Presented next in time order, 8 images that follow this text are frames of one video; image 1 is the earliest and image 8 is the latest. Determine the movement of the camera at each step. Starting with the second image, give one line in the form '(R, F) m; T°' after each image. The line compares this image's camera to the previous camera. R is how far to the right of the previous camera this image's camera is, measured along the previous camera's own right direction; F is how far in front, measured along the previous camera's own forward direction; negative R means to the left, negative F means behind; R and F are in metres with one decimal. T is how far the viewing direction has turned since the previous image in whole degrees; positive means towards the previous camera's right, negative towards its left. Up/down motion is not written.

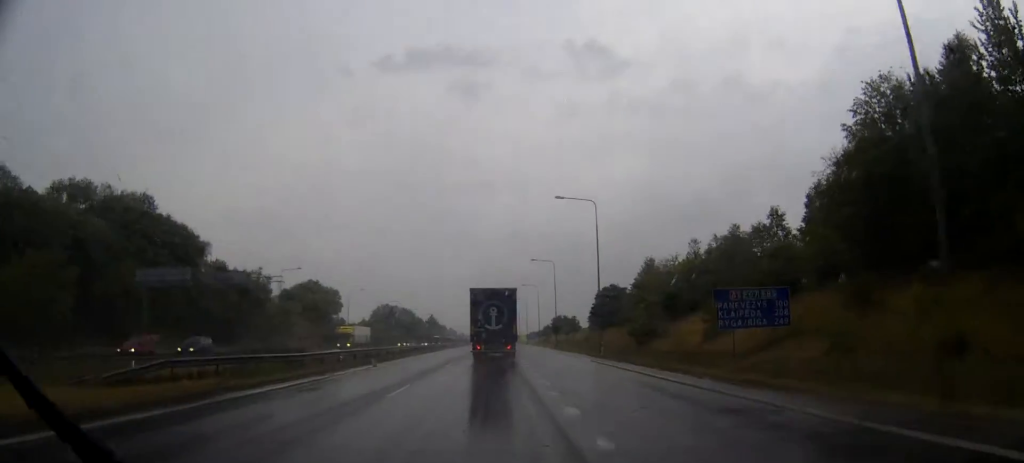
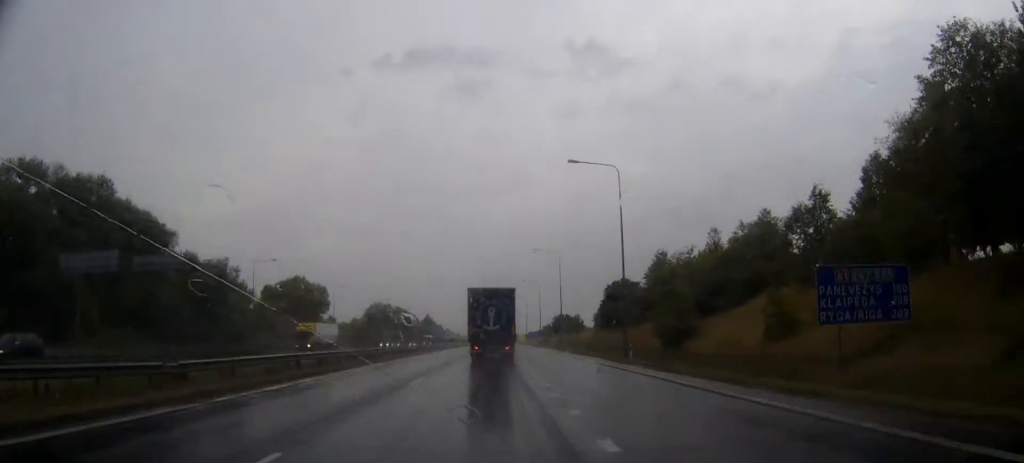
(0.0, +12.1) m; 0°
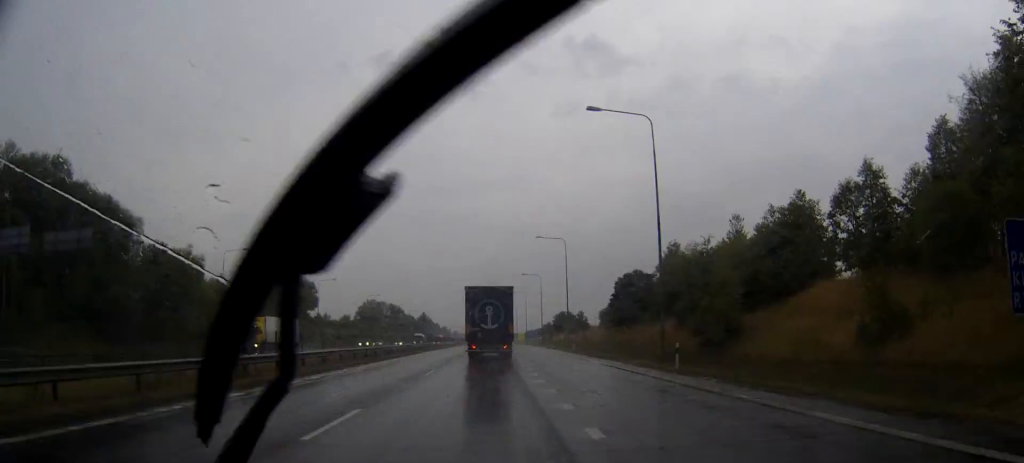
(0.0, +10.8) m; 0°
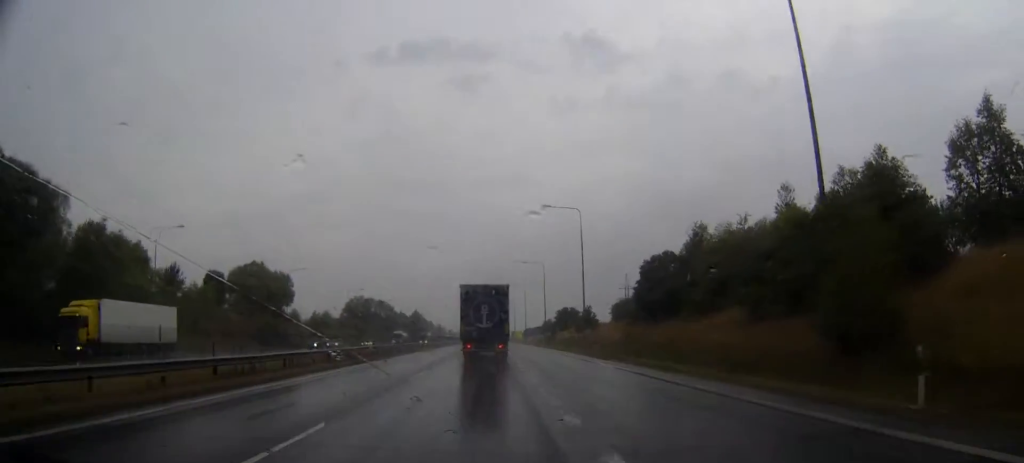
(0.0, +18.4) m; 0°
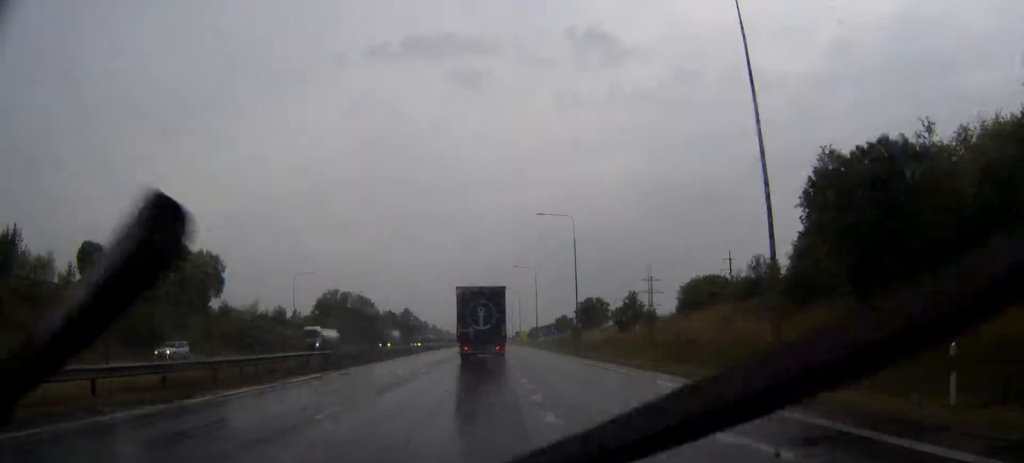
(0.0, +43.3) m; 0°
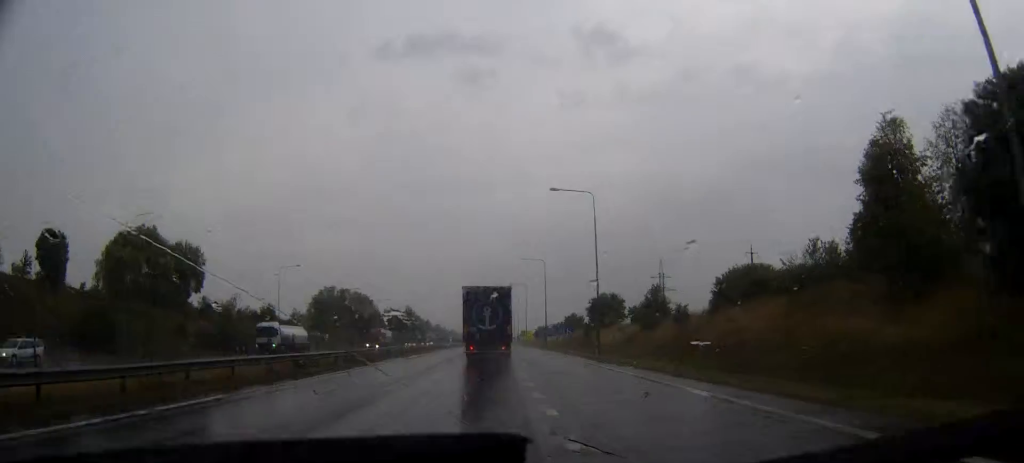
(0.0, +10.6) m; 0°
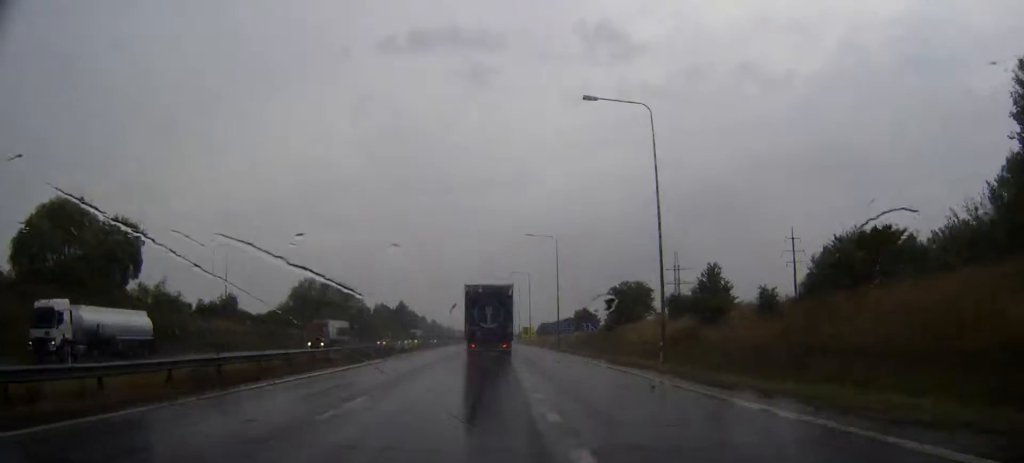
(0.0, +21.2) m; 0°
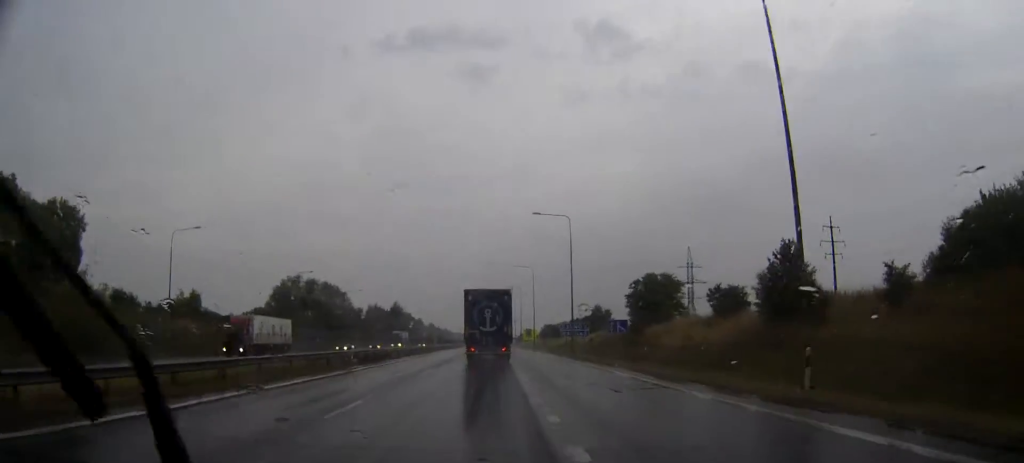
(0.0, +15.6) m; 0°
